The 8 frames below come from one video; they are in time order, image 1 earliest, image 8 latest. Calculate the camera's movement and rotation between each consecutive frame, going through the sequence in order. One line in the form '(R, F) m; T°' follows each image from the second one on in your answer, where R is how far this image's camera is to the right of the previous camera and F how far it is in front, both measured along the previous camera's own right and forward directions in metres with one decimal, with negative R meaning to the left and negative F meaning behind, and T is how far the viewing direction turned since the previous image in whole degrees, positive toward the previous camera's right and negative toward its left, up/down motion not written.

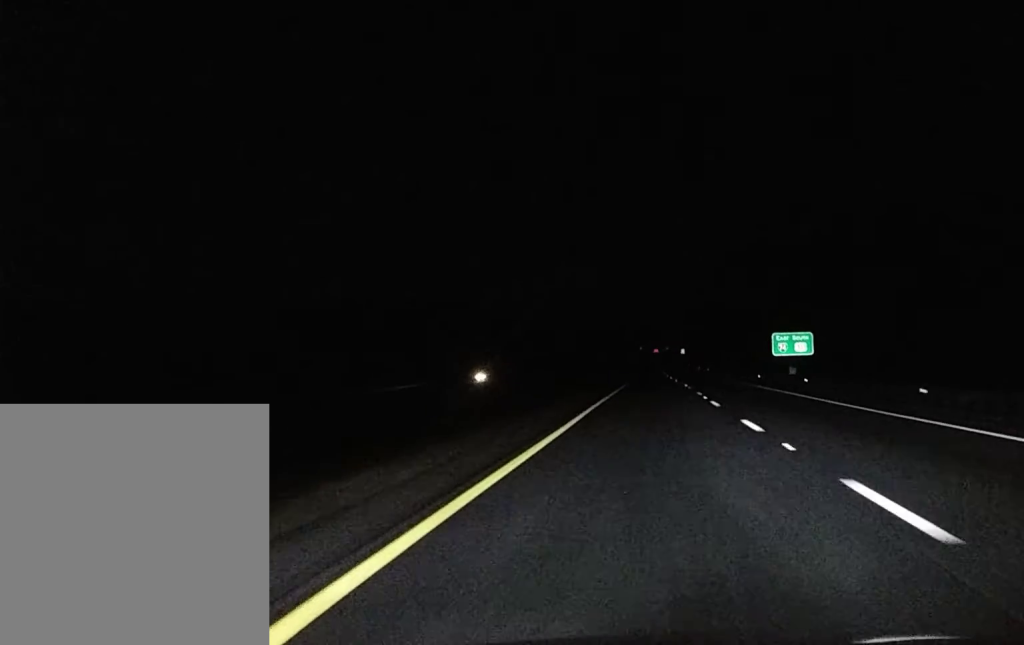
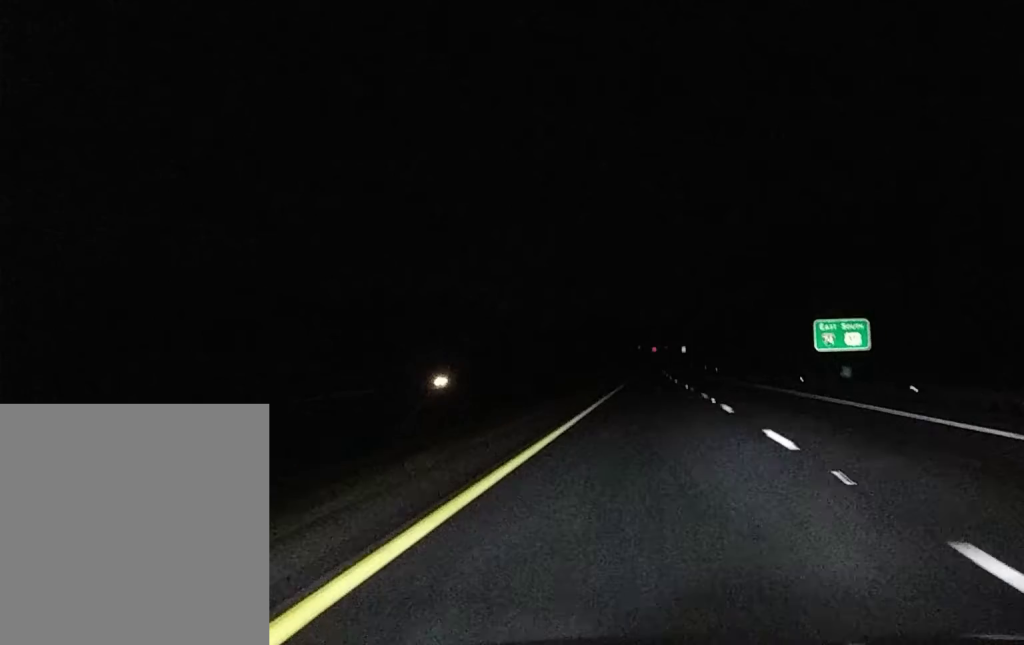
(0.0, +26.9) m; 0°
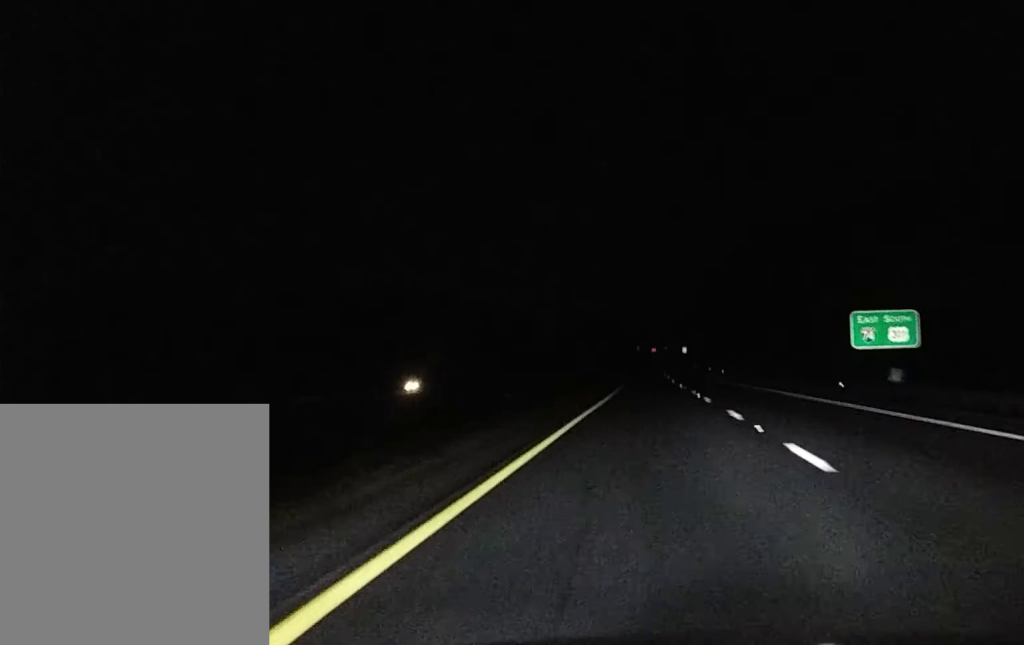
(0.0, +12.9) m; 0°
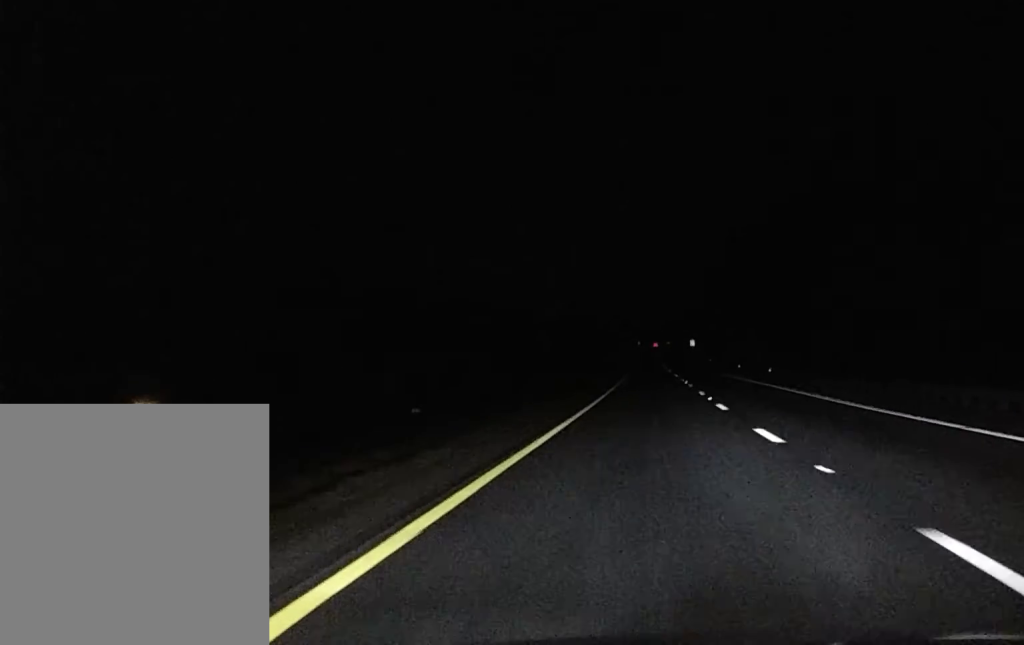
(+0.1, +57.1) m; 0°
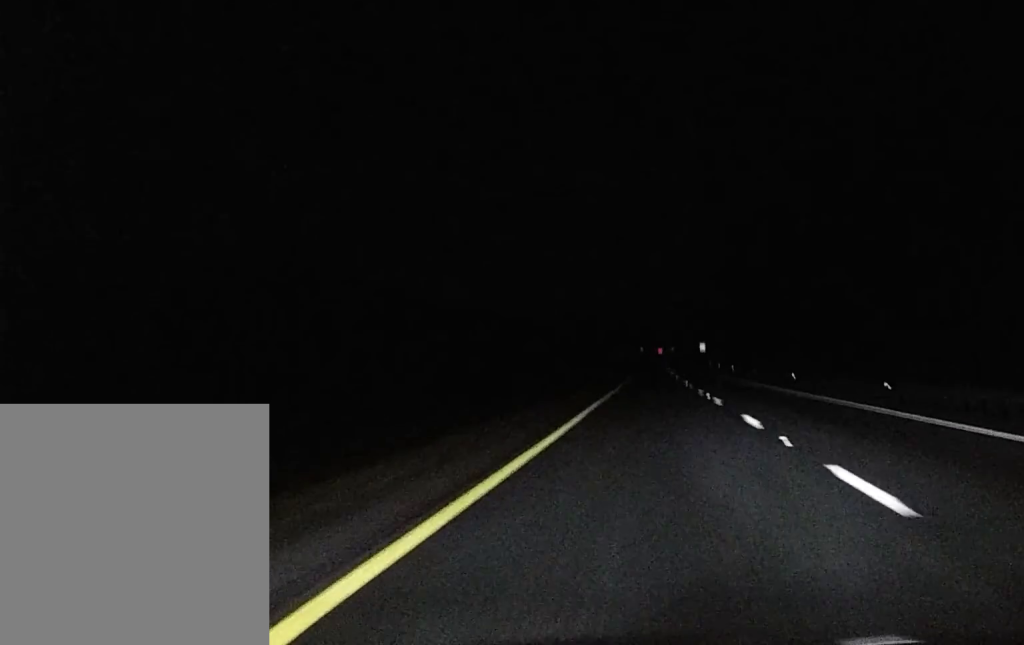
(-0.2, +48.8) m; 0°
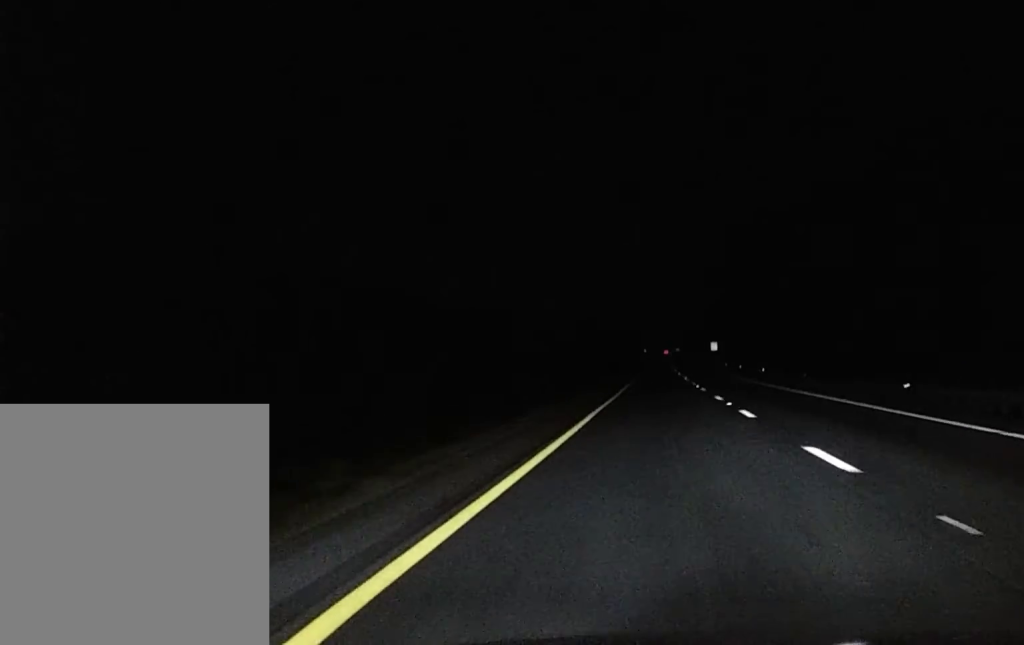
(0.0, +35.0) m; 0°
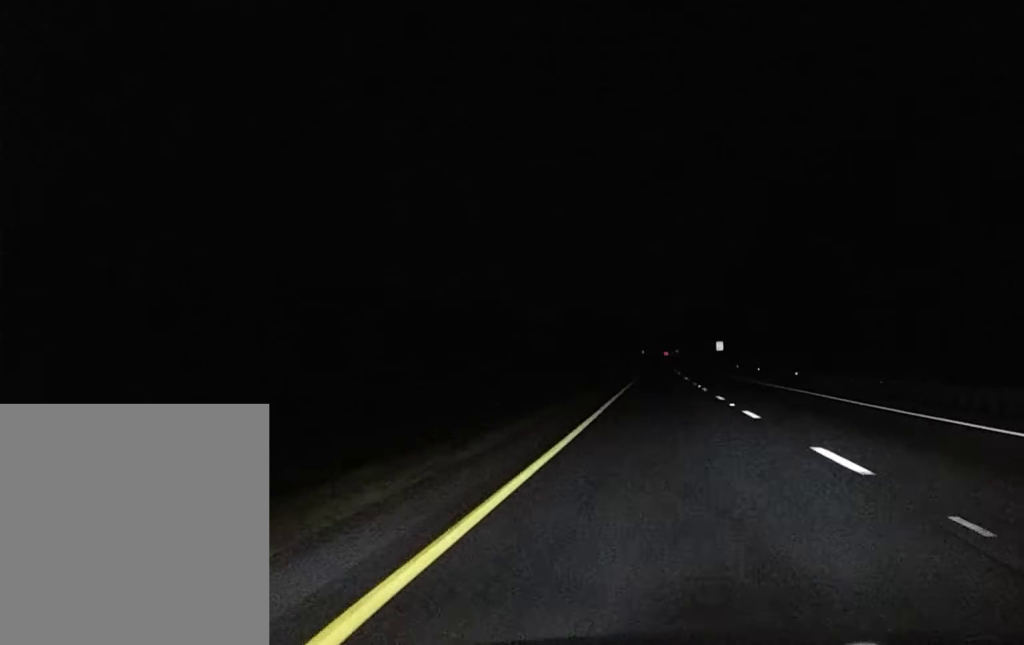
(0.0, +25.7) m; 0°
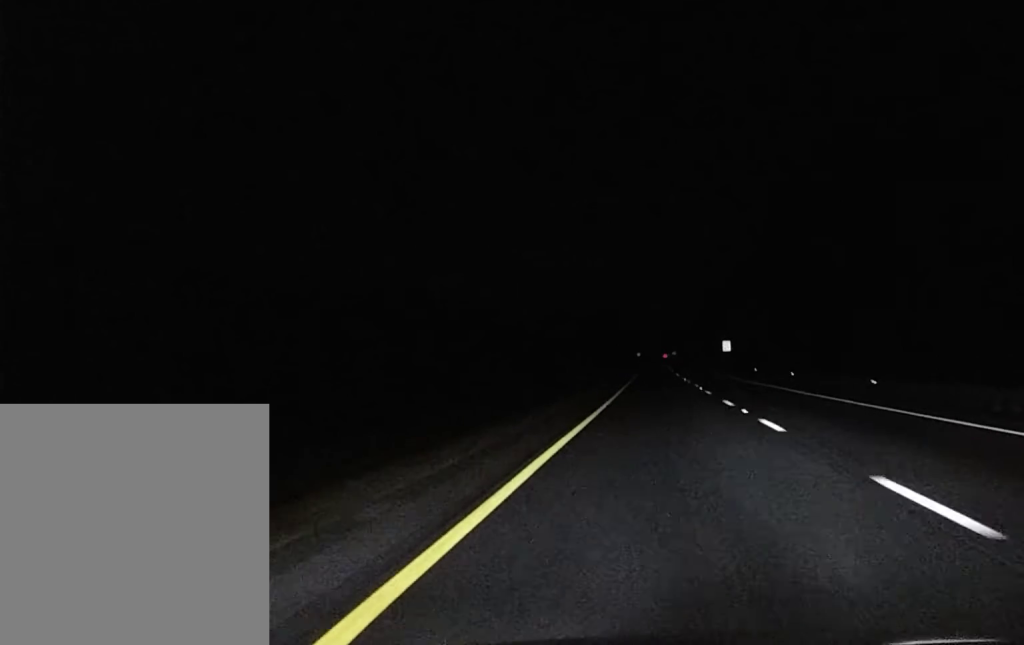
(+0.1, +29.1) m; 0°
